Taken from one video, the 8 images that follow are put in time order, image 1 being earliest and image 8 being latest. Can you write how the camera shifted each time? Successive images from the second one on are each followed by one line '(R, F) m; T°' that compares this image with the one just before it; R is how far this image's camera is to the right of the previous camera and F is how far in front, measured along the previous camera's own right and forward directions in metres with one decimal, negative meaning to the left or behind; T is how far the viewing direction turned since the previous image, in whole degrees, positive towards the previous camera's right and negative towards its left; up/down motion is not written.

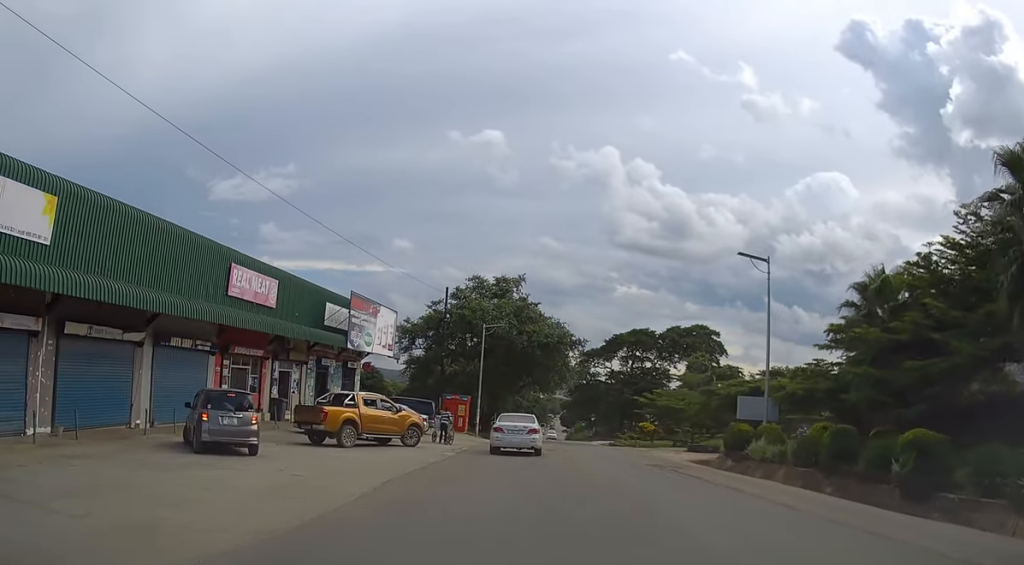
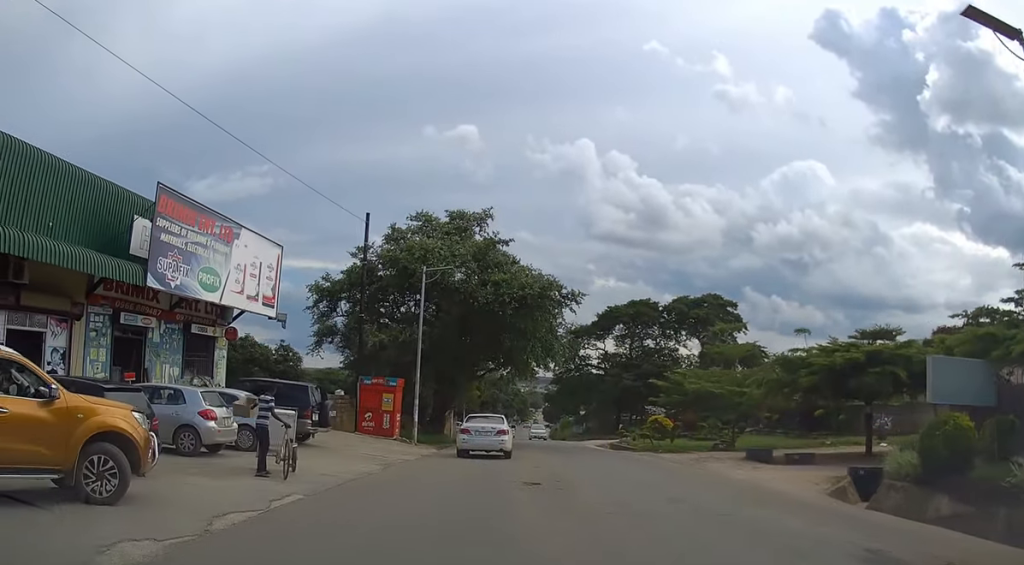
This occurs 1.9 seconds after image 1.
(+0.3, +18.9) m; +1°
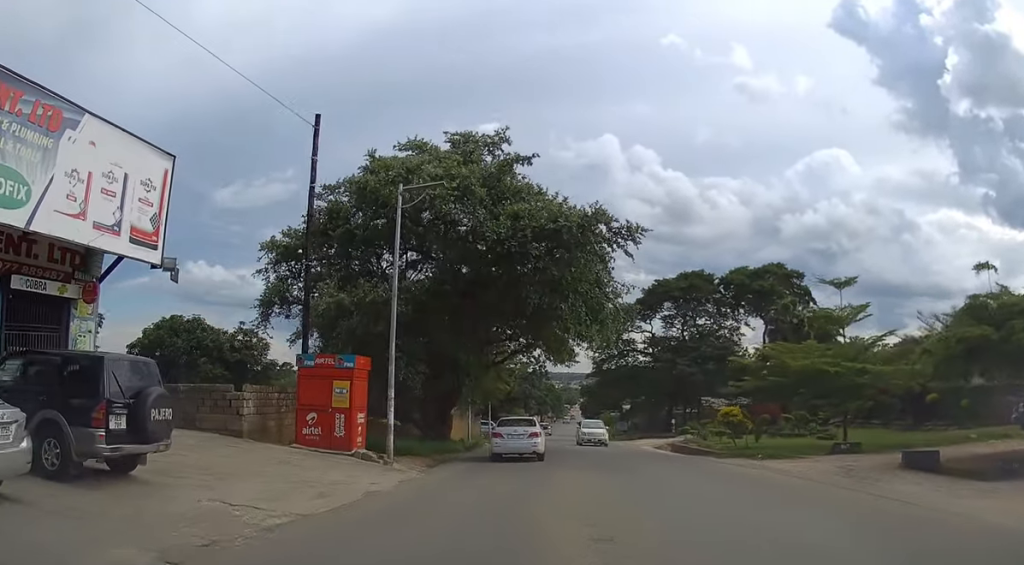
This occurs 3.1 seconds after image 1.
(-0.2, +12.0) m; -1°
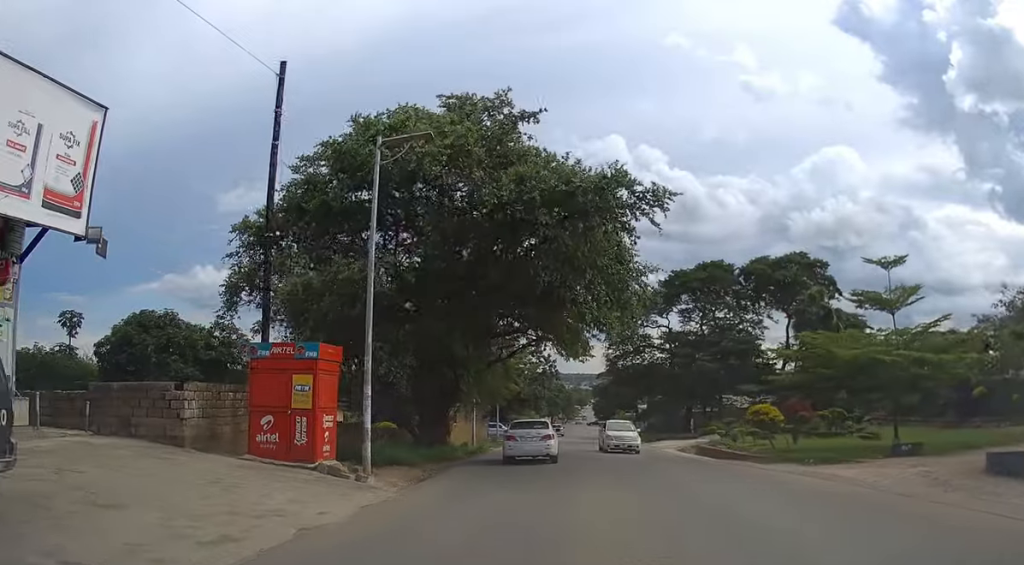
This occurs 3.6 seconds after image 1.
(0.0, +4.0) m; -1°
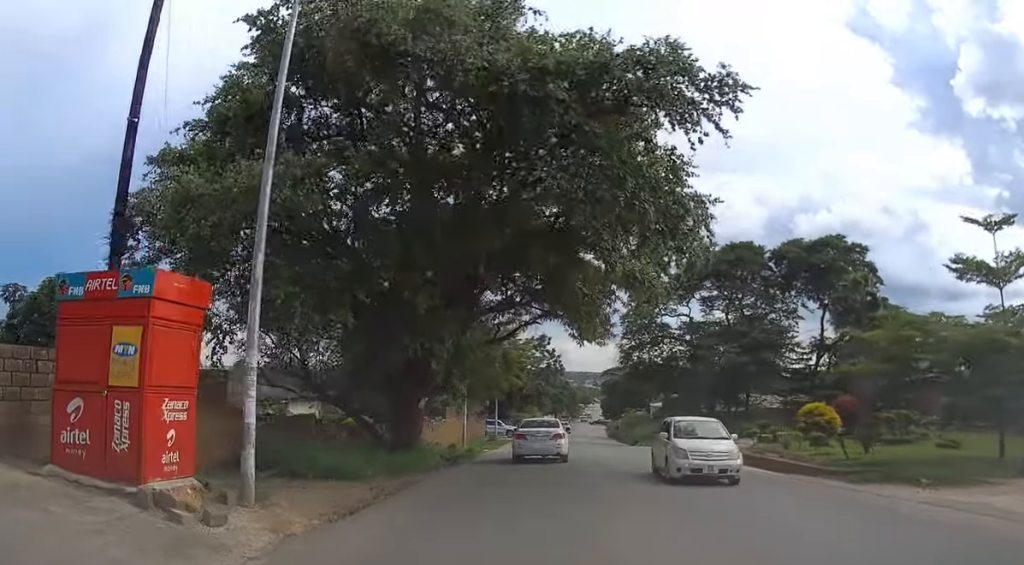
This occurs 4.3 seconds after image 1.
(-0.1, +7.0) m; 0°
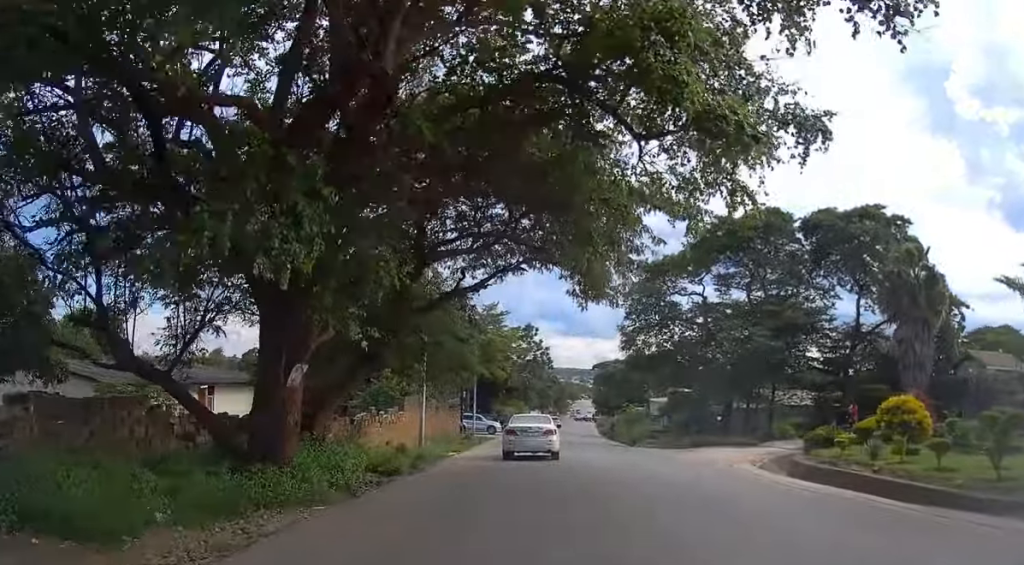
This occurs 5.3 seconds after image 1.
(0.0, +8.8) m; 0°
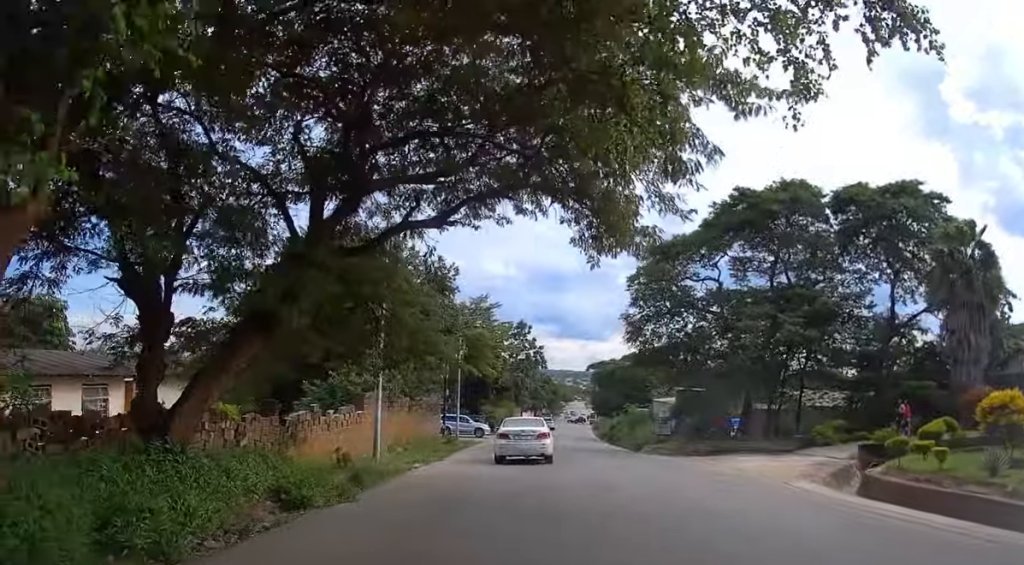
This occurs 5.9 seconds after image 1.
(+0.1, +6.0) m; 0°
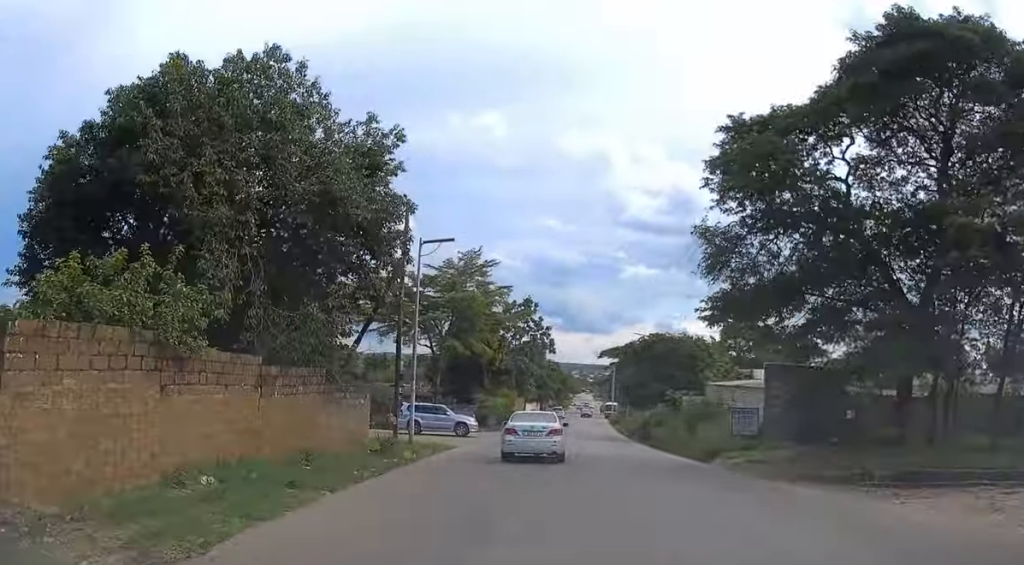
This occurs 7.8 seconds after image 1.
(0.0, +18.1) m; 0°
